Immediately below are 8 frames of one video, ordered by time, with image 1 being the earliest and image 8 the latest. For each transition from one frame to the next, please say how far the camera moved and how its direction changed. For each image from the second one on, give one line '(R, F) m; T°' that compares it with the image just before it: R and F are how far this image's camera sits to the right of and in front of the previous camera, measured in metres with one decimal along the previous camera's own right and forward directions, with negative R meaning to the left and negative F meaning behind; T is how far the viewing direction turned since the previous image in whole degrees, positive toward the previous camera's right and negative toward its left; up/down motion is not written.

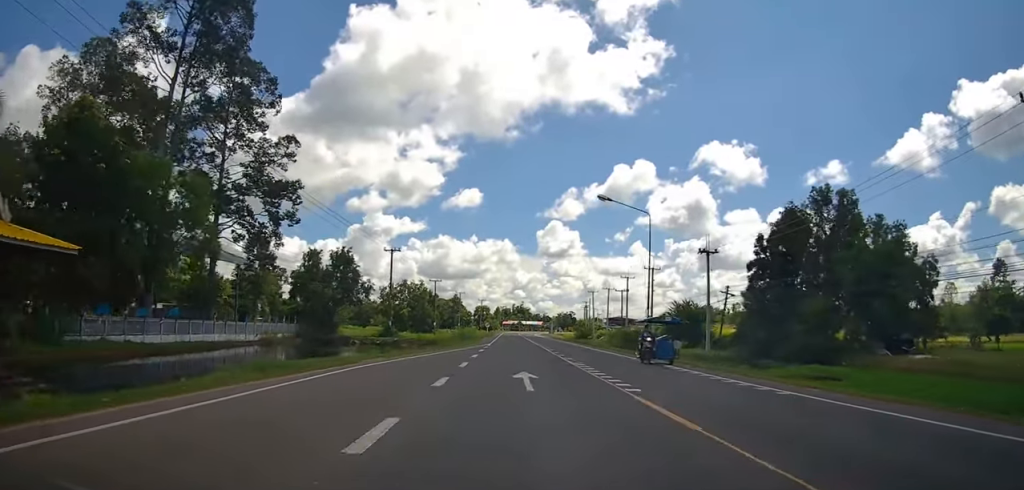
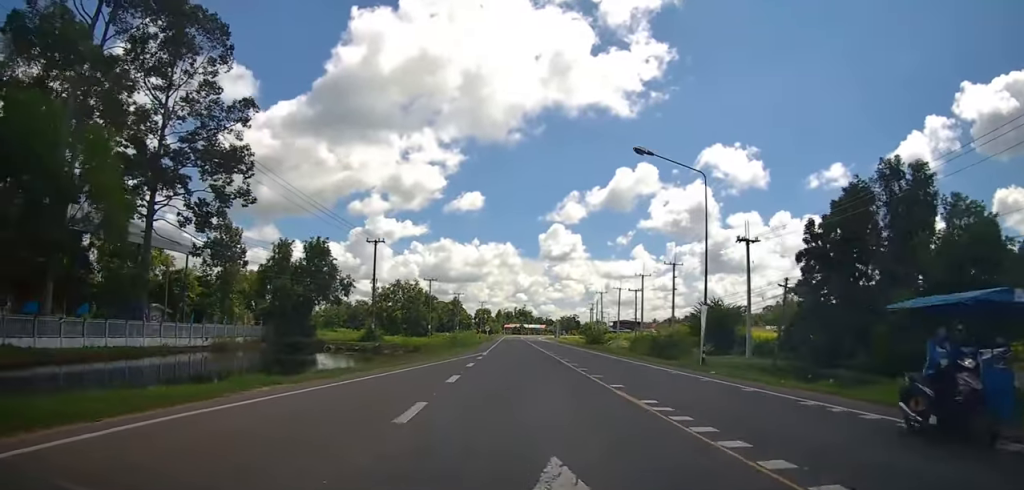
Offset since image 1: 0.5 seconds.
(0.0, +10.0) m; 0°
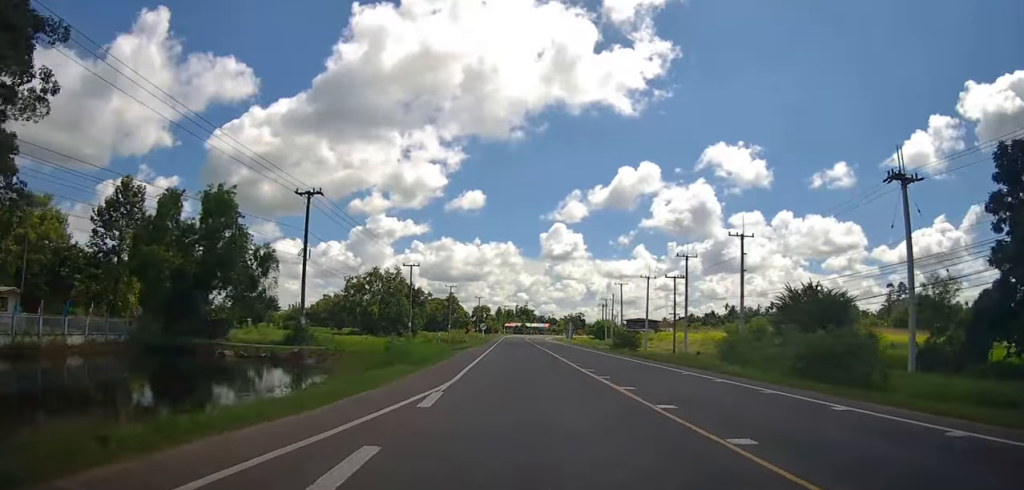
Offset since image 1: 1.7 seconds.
(-0.3, +21.9) m; -2°
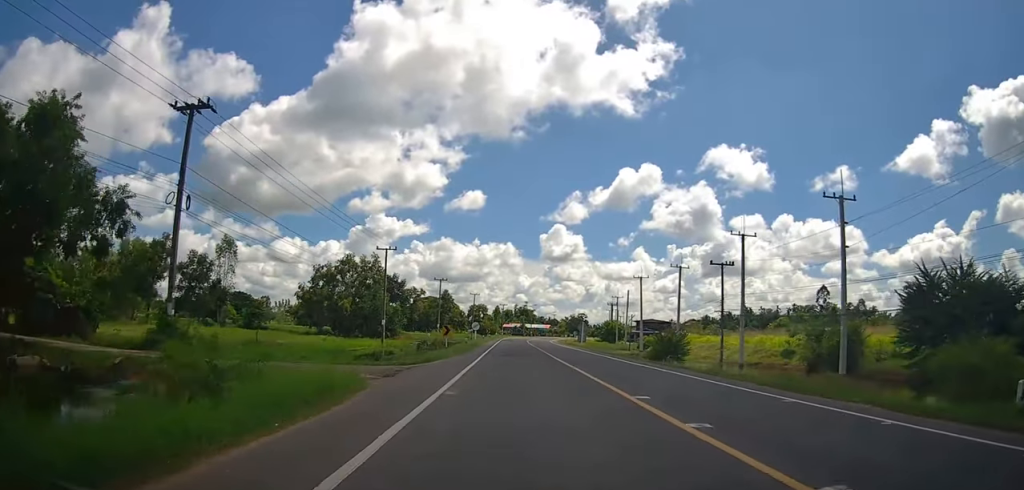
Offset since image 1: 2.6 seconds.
(-0.5, +17.0) m; 0°
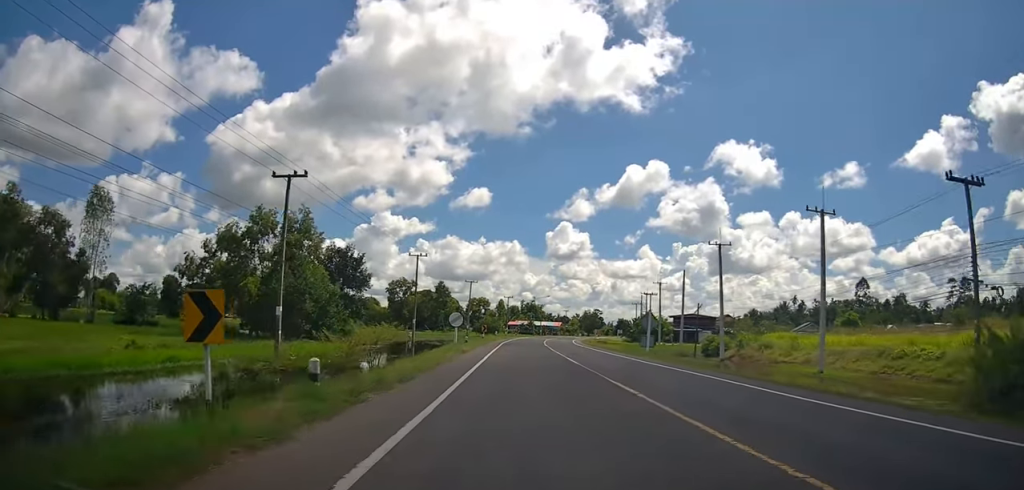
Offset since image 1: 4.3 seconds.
(+1.1, +32.9) m; 0°
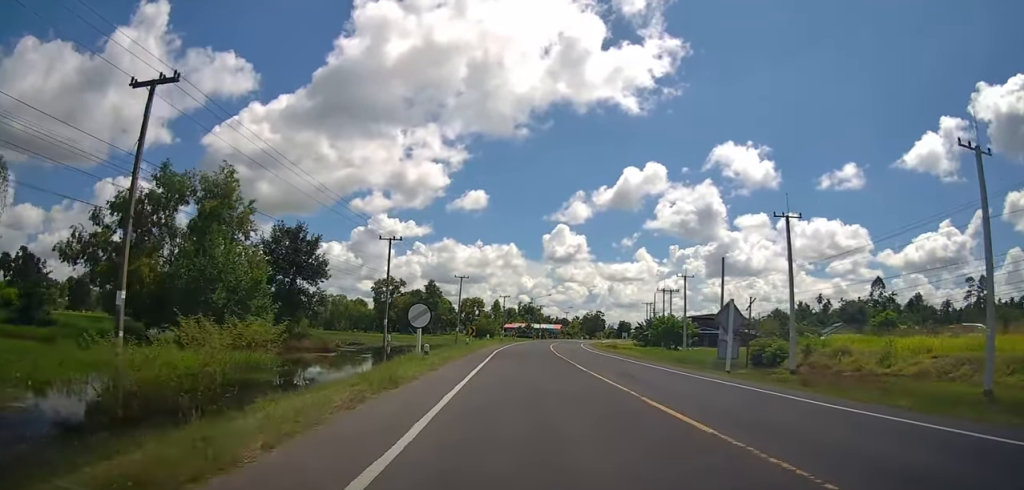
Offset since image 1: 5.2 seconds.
(-0.4, +15.9) m; 0°
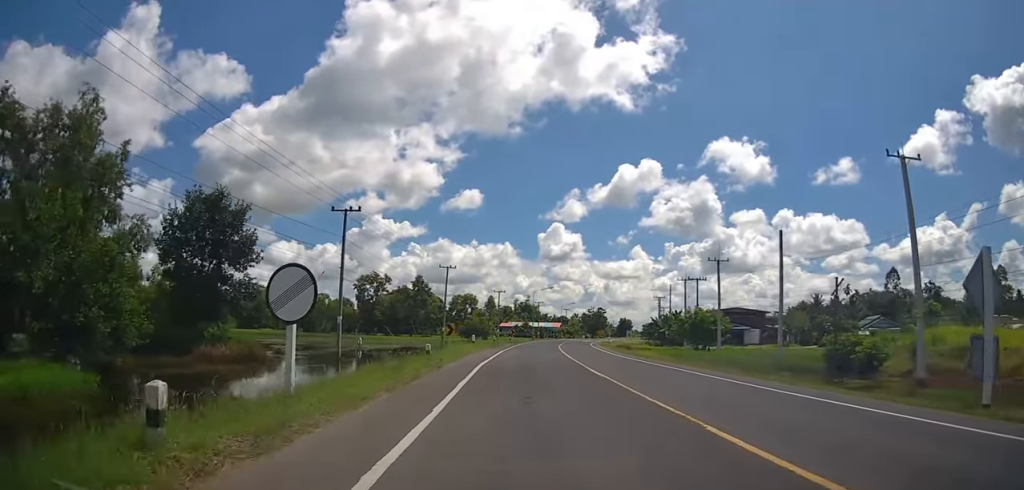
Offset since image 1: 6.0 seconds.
(+0.1, +15.2) m; +1°
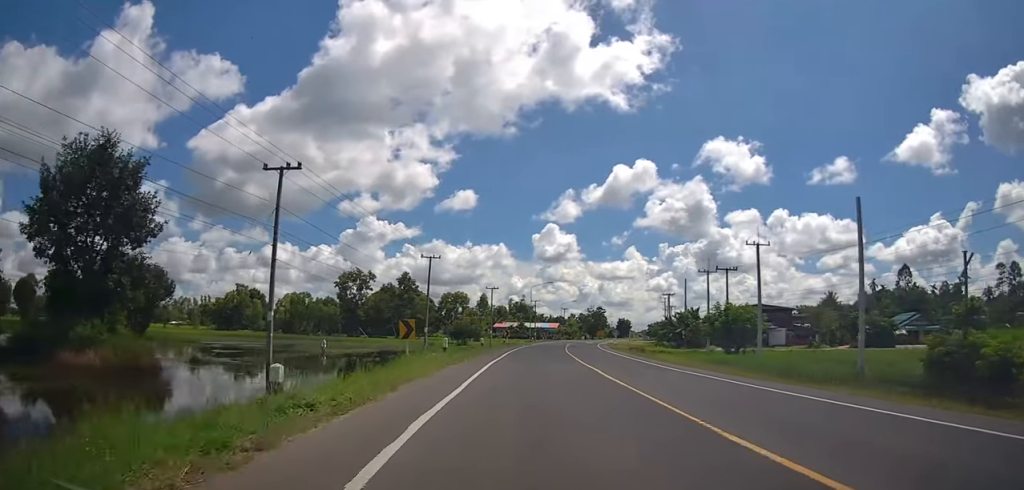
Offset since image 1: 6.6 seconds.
(+0.3, +12.7) m; +1°
